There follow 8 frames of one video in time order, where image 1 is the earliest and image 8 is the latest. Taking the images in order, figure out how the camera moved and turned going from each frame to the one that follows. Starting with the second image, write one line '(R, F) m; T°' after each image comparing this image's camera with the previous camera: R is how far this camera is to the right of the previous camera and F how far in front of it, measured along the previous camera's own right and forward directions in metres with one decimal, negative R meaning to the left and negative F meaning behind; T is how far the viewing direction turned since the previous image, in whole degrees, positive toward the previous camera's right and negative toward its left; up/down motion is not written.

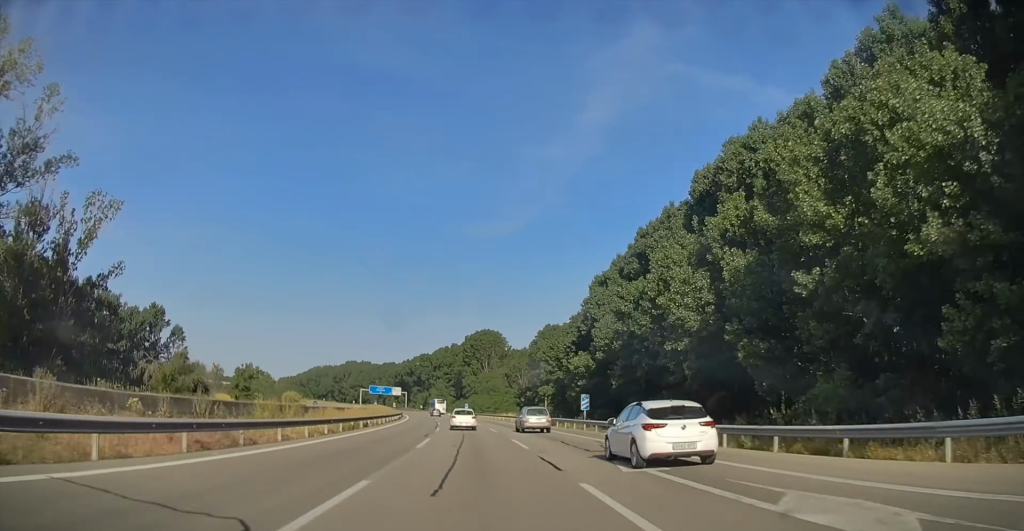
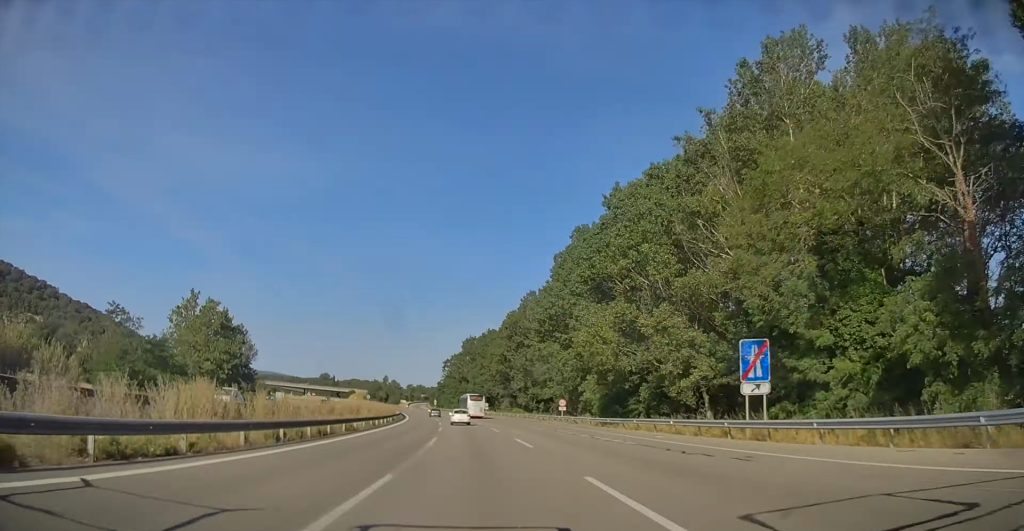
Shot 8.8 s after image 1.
(-54.7, +294.5) m; -21°
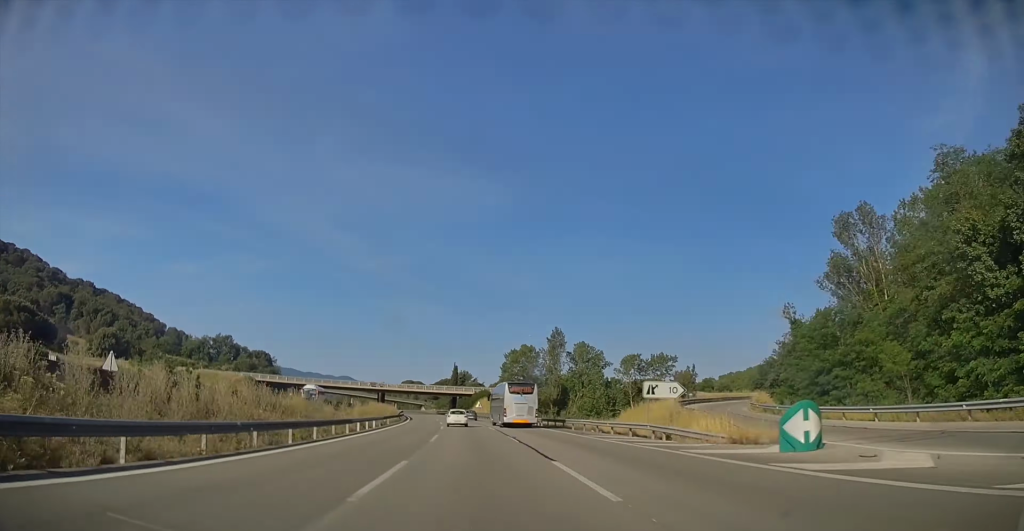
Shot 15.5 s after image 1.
(-33.4, +222.4) m; -15°
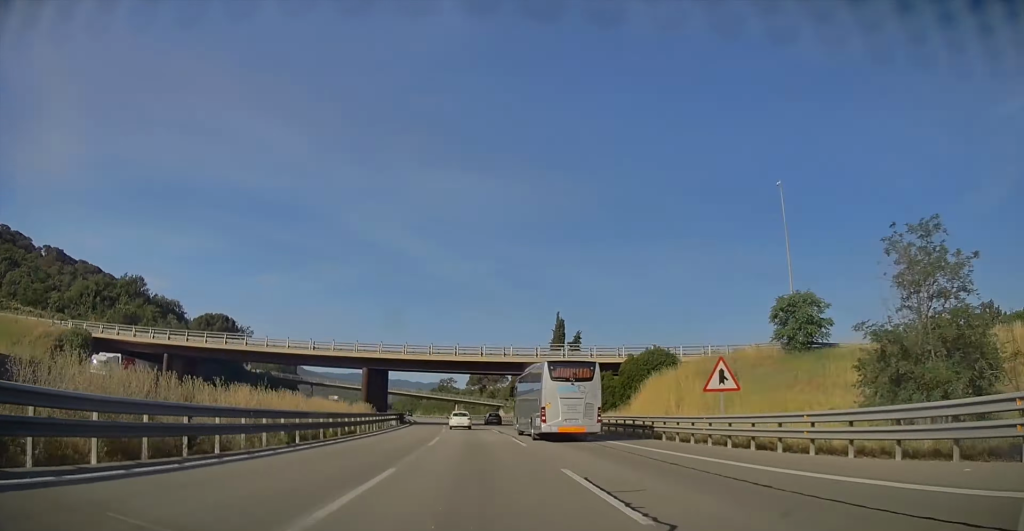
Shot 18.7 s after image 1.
(-0.3, +109.6) m; -7°
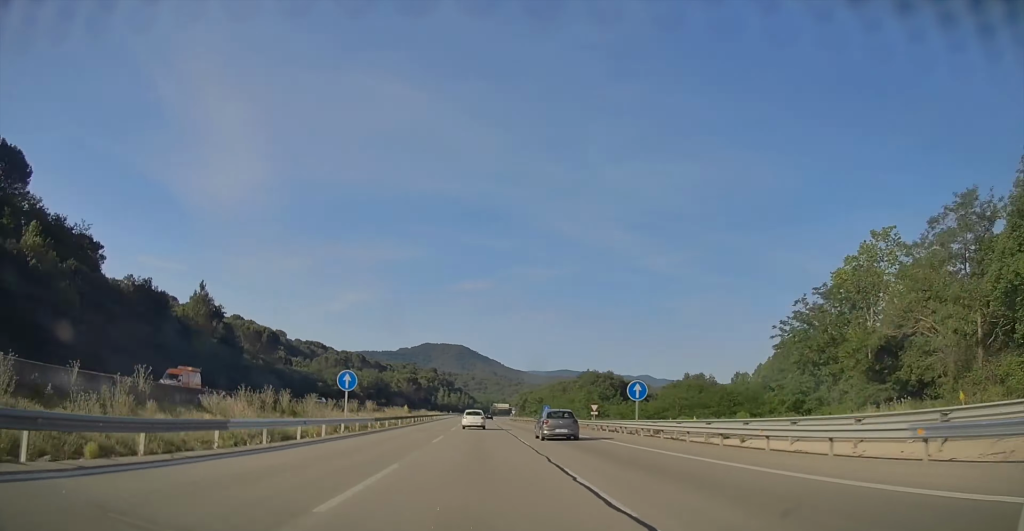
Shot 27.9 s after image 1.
(-46.8, +313.6) m; -9°
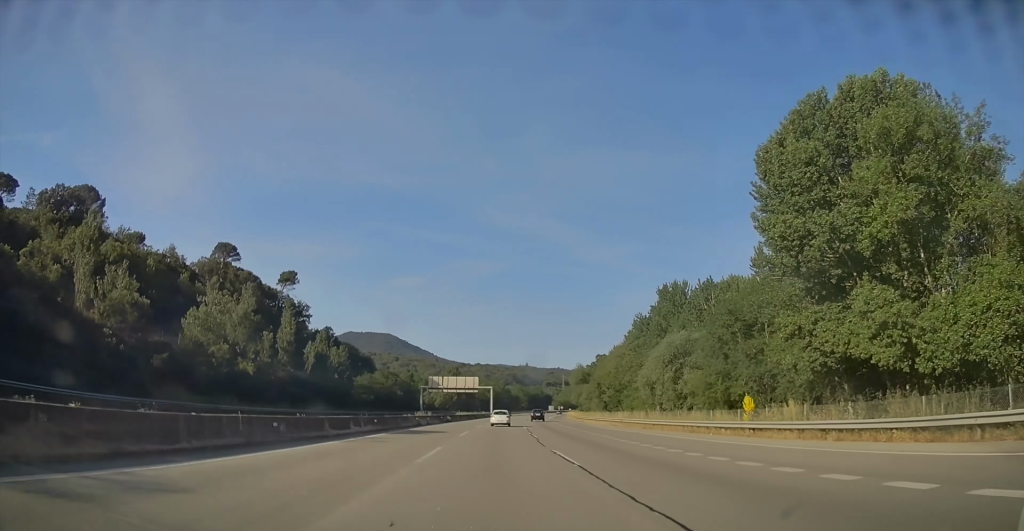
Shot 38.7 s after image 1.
(+18.0, +370.0) m; +10°
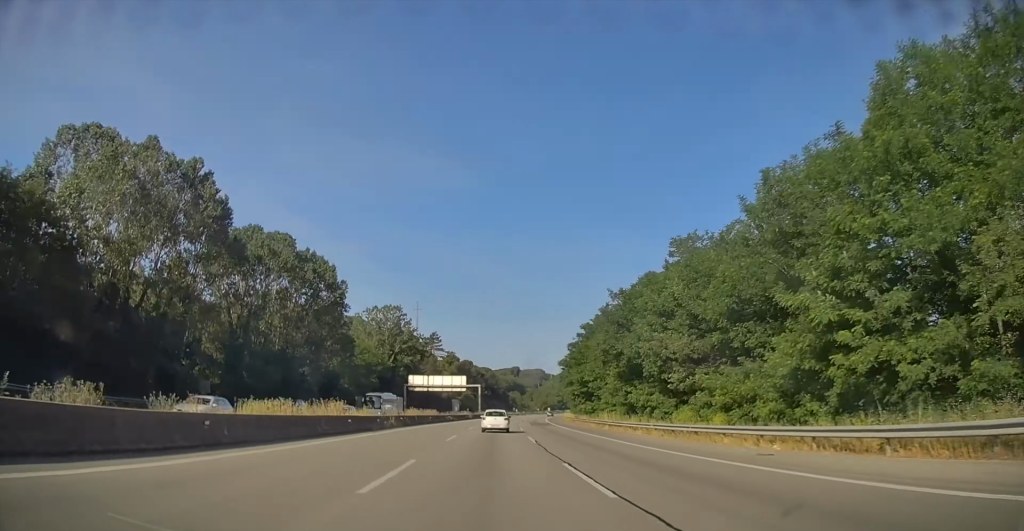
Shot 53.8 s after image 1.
(+102.4, +498.2) m; +23°
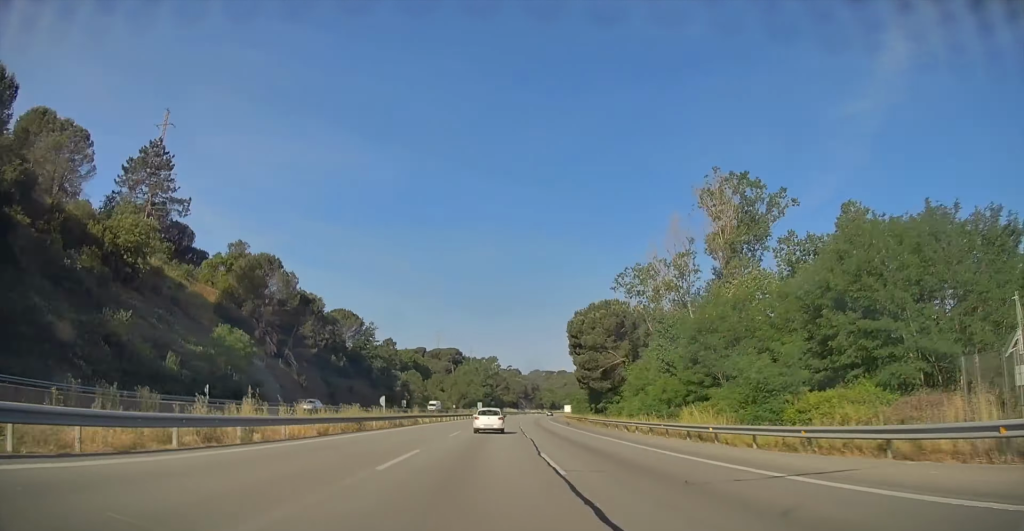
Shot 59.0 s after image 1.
(+7.8, +180.0) m; +8°
